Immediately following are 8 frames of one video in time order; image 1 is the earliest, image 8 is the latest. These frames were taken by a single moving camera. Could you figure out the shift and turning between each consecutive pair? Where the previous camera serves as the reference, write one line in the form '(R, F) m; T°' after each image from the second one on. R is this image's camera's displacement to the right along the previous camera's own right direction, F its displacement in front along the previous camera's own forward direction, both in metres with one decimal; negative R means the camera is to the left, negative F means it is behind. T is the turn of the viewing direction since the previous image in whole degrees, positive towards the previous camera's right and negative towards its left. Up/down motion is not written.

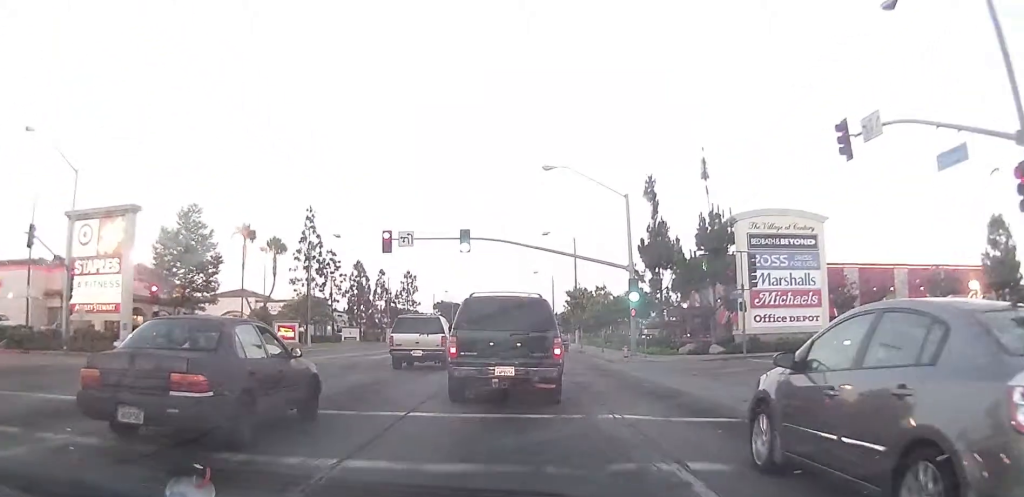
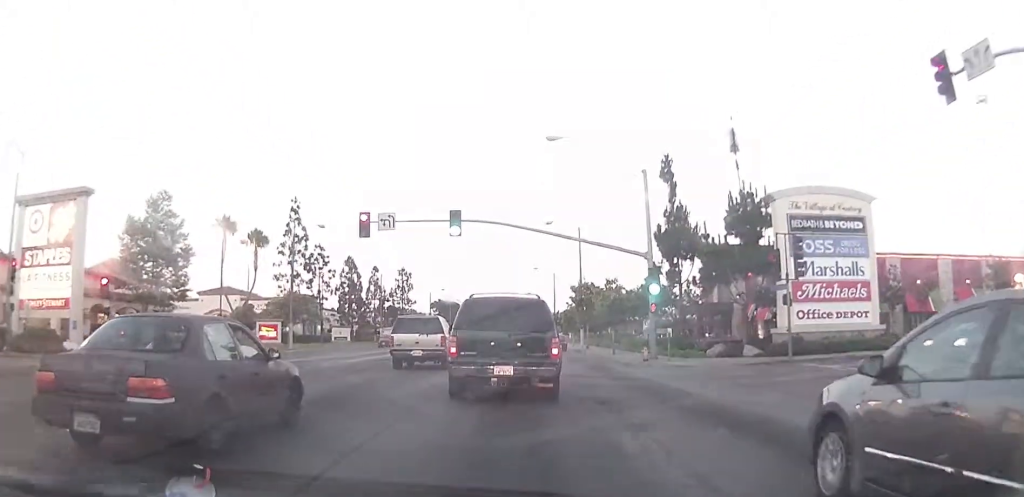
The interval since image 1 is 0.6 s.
(0.0, +5.4) m; -1°
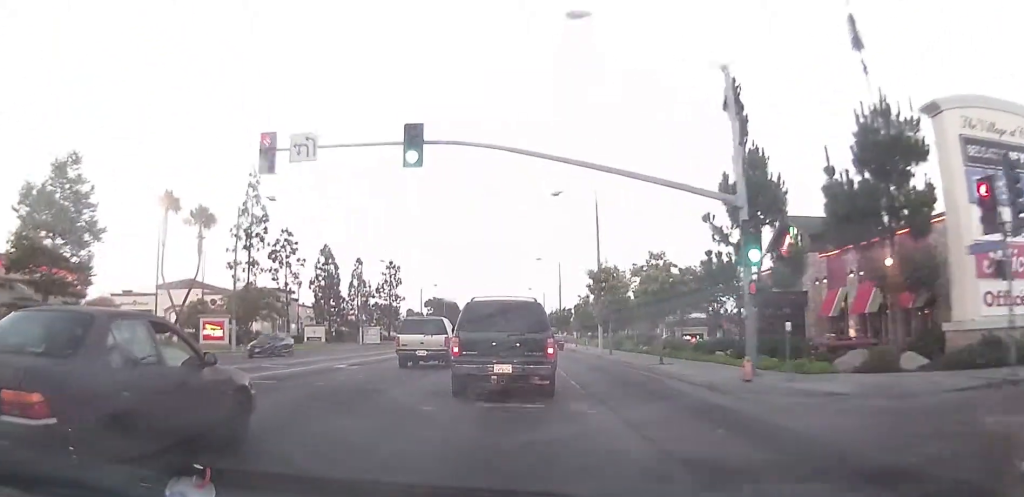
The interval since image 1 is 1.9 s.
(-0.1, +13.2) m; +2°
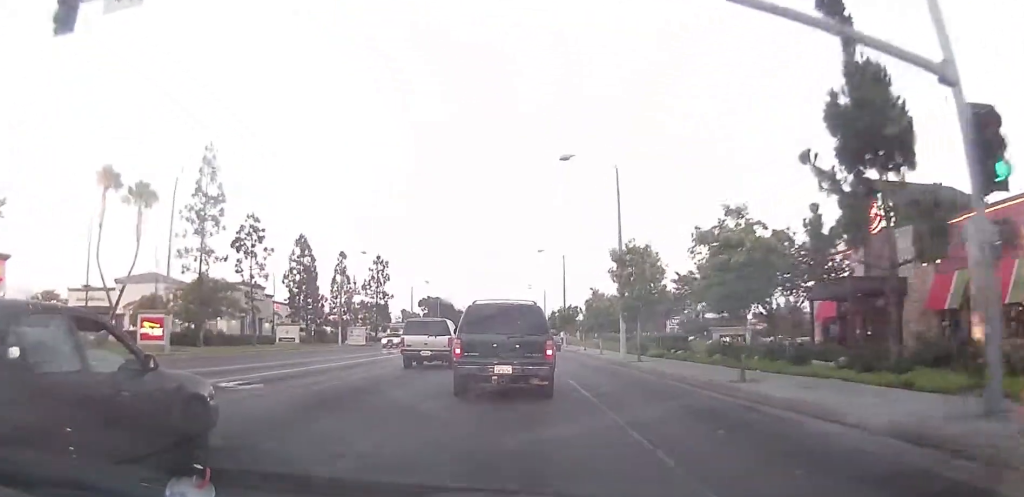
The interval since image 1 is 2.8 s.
(+0.3, +10.0) m; +2°
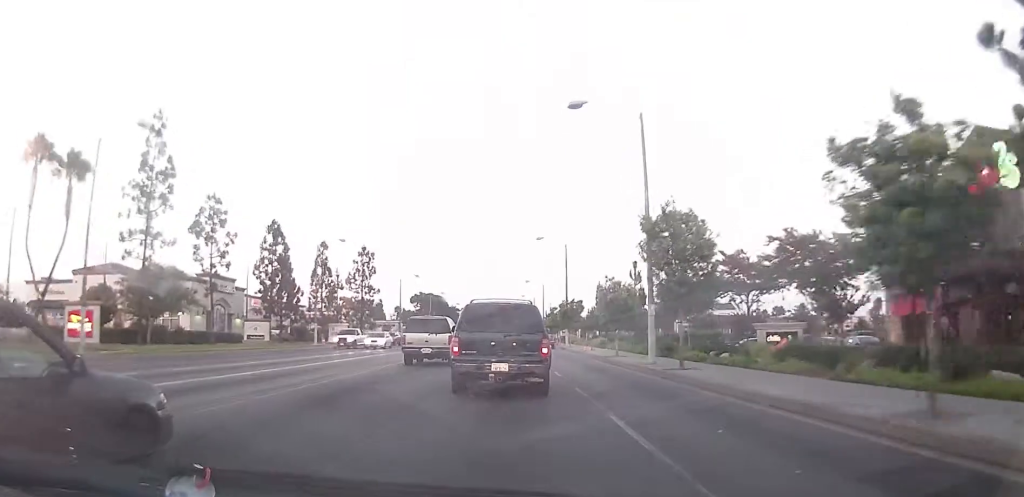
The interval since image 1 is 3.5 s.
(0.0, +8.3) m; 0°
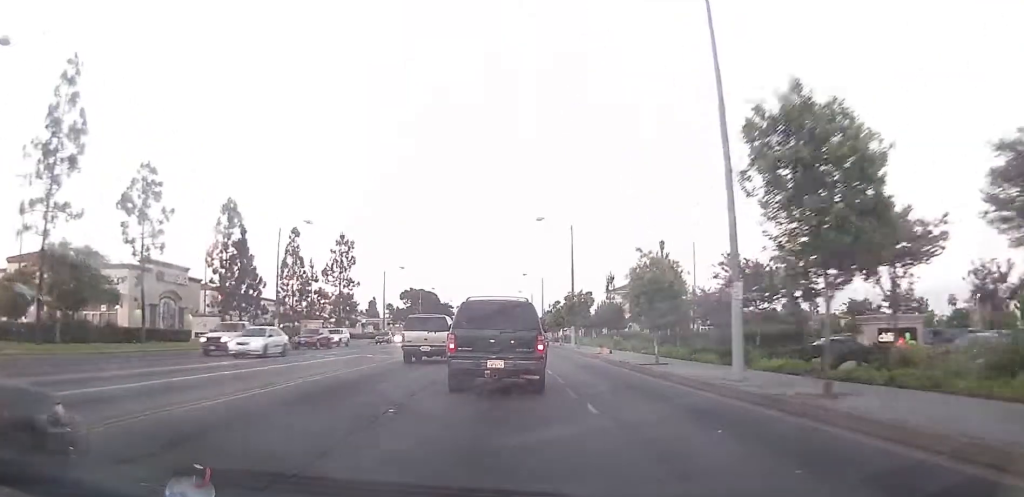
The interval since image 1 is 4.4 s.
(0.0, +11.1) m; 0°
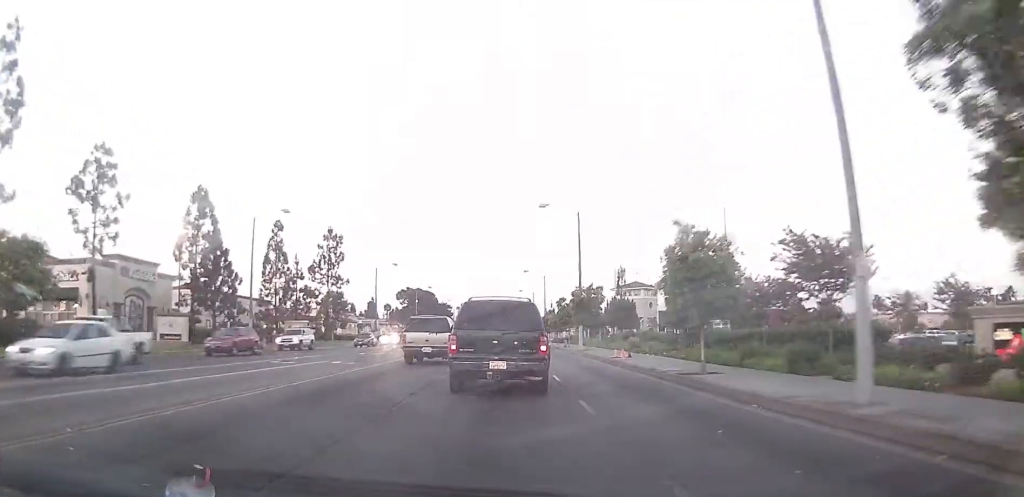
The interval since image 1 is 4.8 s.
(0.0, +6.4) m; 0°
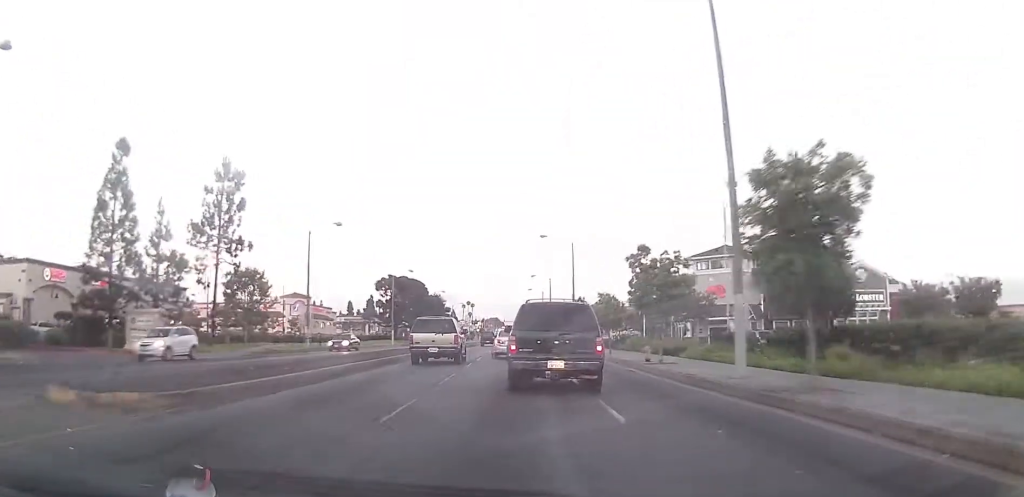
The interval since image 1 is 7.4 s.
(0.0, +36.6) m; 0°
